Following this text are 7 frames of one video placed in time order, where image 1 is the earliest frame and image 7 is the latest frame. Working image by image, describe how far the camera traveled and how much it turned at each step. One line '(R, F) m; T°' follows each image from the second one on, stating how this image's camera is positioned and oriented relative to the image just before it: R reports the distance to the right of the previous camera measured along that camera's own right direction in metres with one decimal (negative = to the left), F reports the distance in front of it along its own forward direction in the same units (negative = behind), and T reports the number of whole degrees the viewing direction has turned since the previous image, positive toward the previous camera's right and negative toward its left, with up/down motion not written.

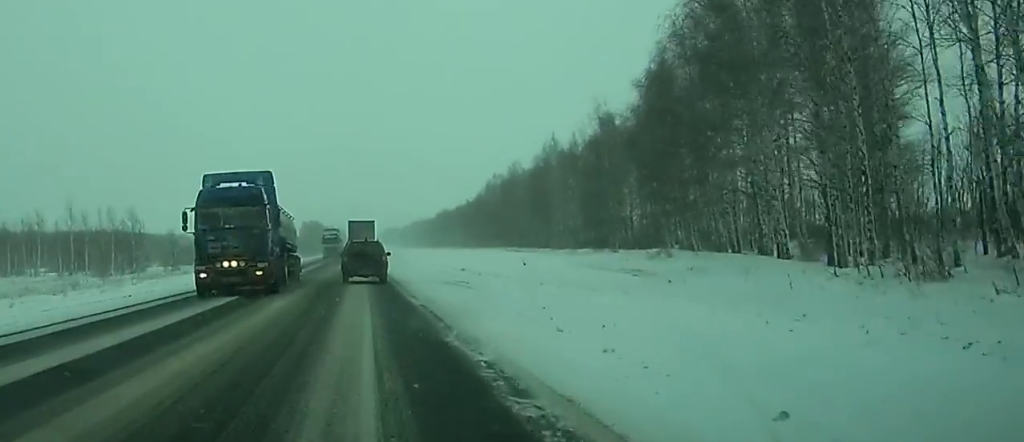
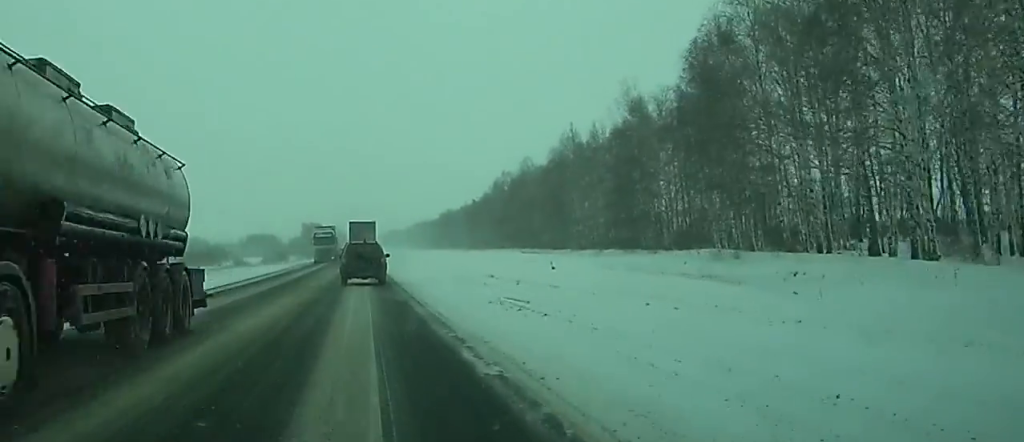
(-0.1, +11.7) m; 0°
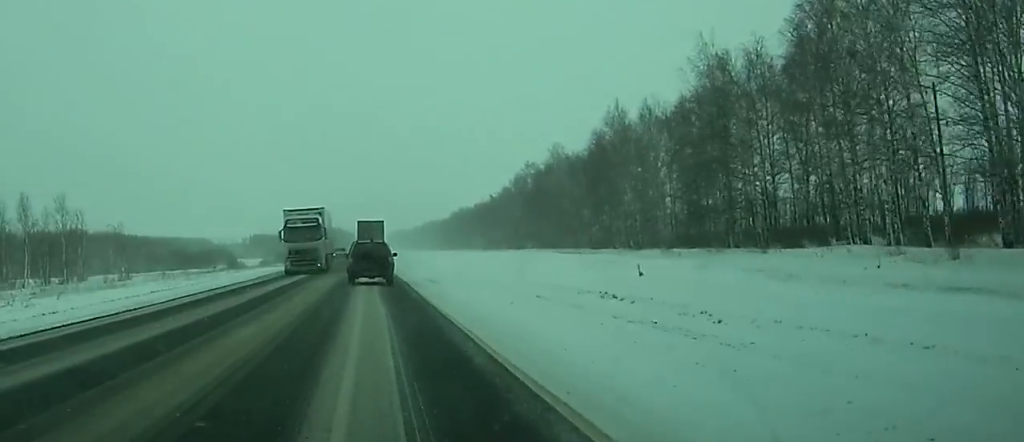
(-0.1, +20.5) m; 0°
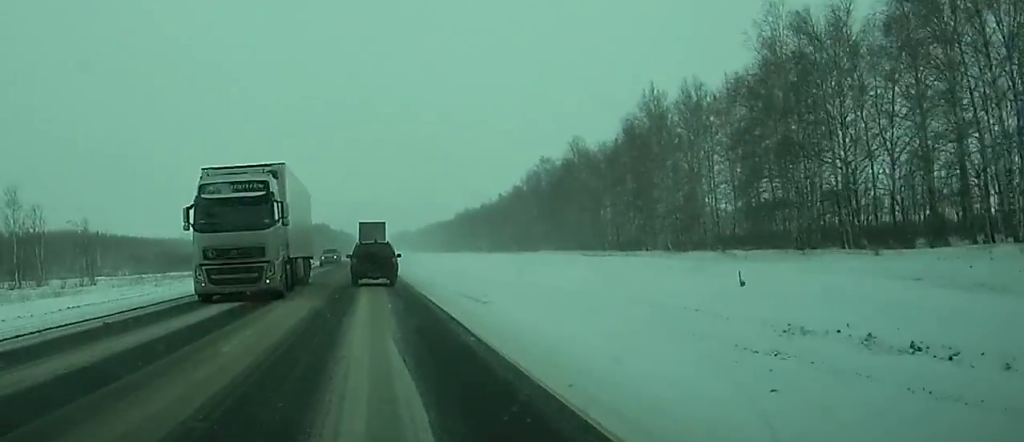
(0.0, +13.4) m; 0°
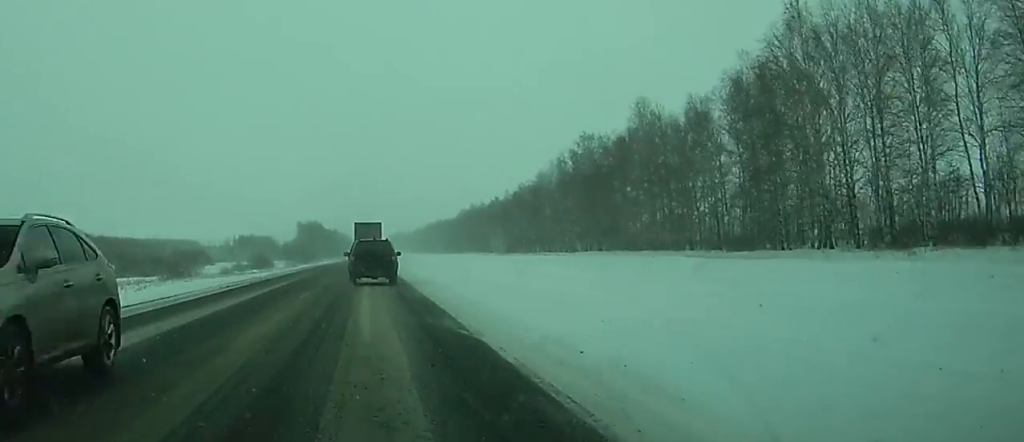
(+0.2, +36.0) m; 0°
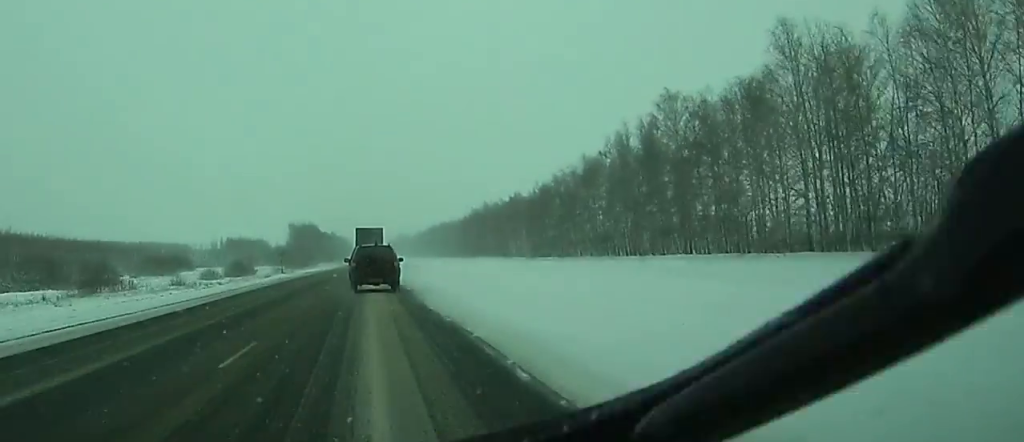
(-0.2, +38.3) m; 0°
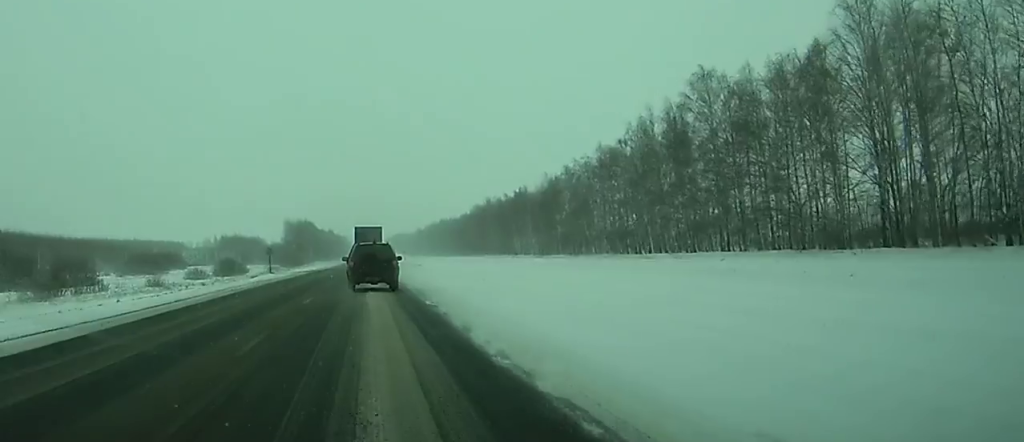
(0.0, +11.0) m; 0°
